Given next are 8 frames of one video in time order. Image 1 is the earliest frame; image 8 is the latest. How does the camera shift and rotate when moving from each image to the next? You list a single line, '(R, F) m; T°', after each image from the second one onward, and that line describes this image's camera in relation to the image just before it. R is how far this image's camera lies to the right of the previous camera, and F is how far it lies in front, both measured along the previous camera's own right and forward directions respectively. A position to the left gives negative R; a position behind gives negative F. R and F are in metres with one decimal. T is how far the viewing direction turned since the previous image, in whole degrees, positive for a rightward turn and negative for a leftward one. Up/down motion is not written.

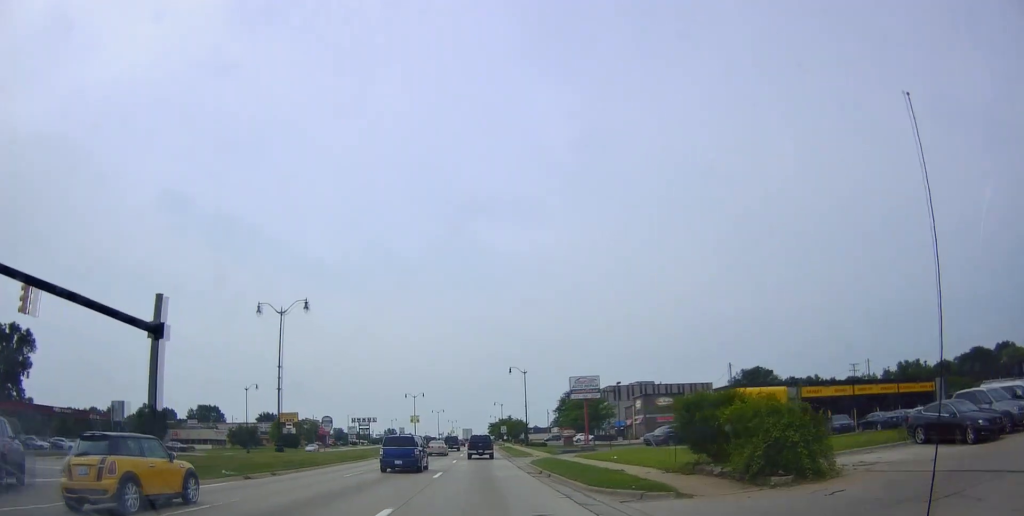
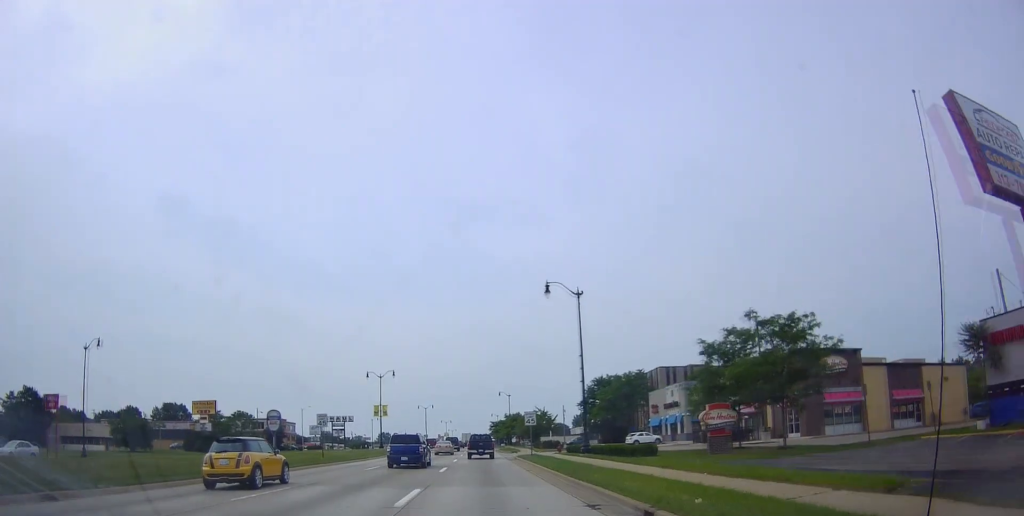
(-0.7, +43.2) m; -1°
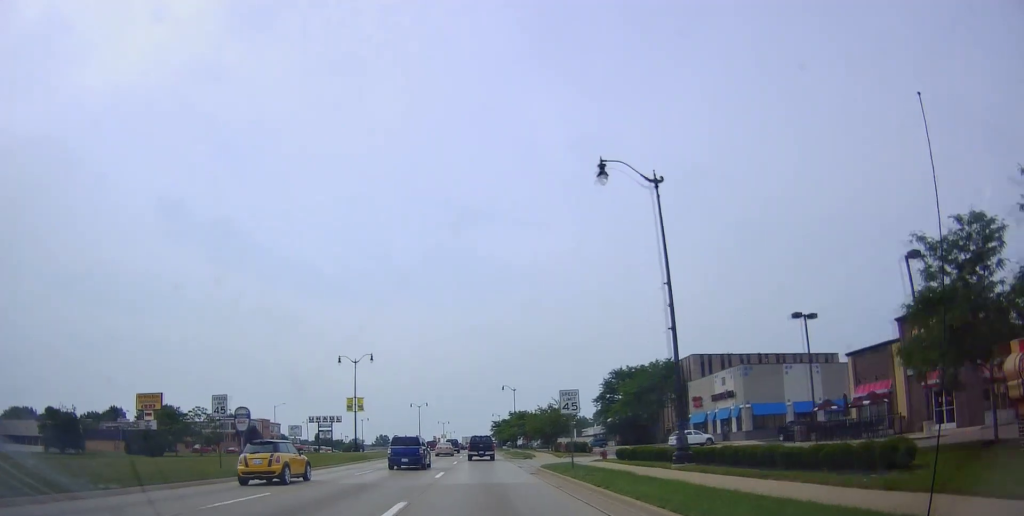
(+0.3, +17.0) m; 0°
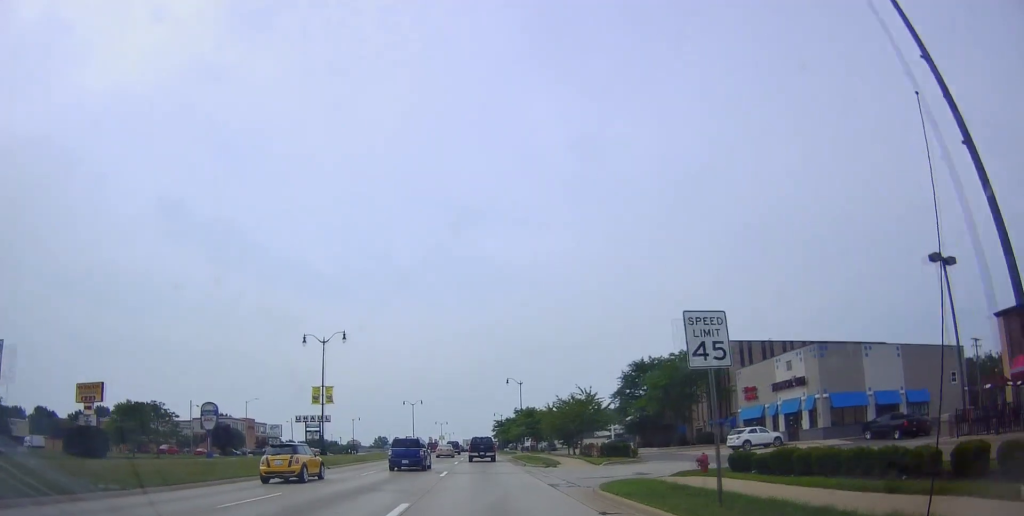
(-0.6, +13.9) m; 0°
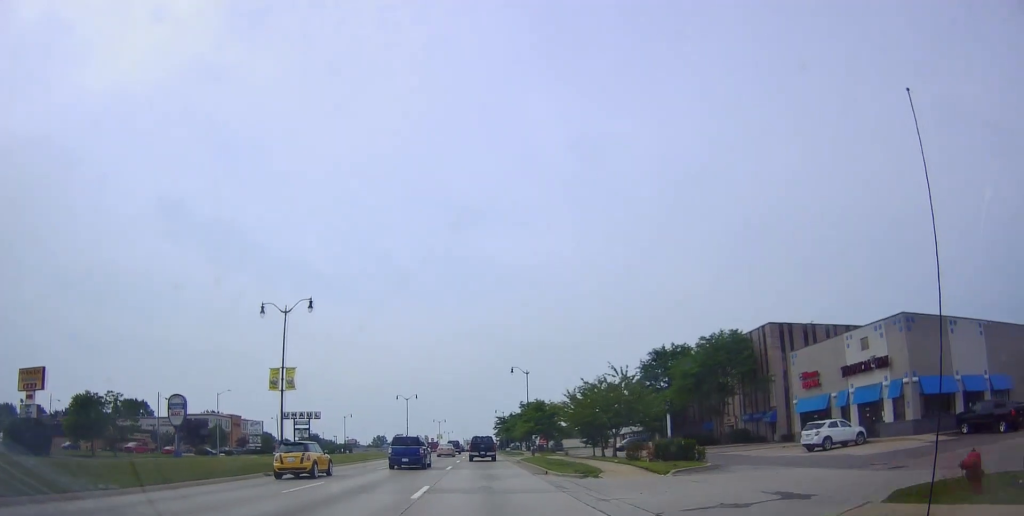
(+0.5, +10.9) m; +1°
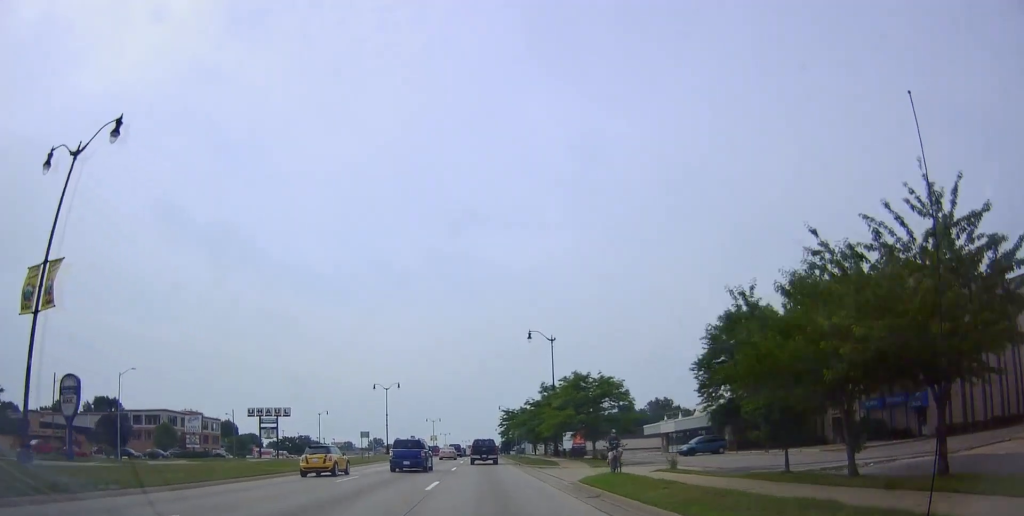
(0.0, +25.7) m; +1°
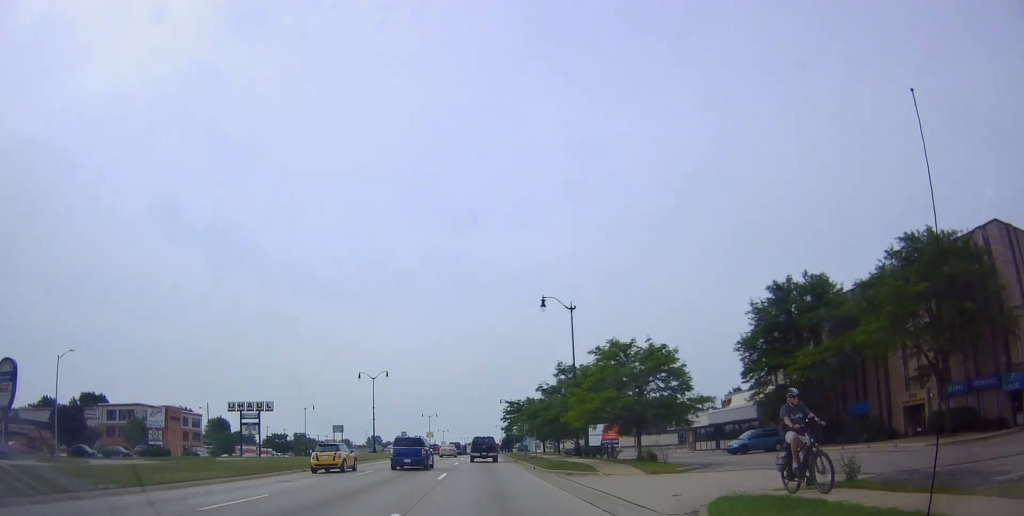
(+0.2, +11.0) m; +1°
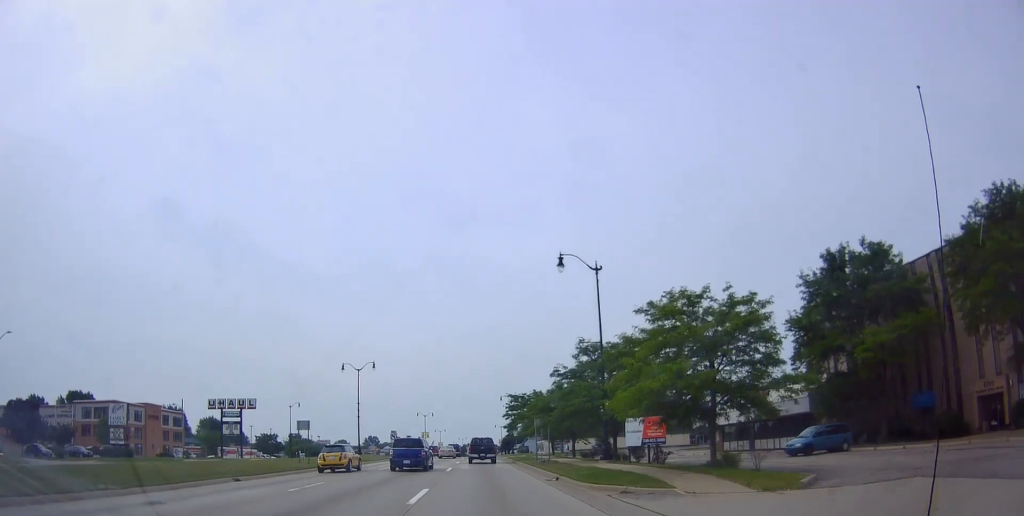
(+0.1, +9.1) m; 0°
